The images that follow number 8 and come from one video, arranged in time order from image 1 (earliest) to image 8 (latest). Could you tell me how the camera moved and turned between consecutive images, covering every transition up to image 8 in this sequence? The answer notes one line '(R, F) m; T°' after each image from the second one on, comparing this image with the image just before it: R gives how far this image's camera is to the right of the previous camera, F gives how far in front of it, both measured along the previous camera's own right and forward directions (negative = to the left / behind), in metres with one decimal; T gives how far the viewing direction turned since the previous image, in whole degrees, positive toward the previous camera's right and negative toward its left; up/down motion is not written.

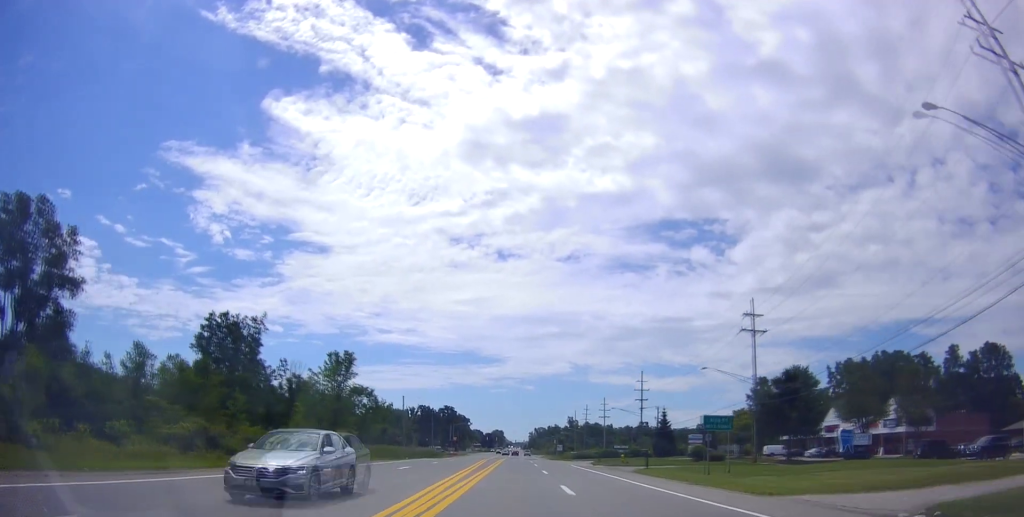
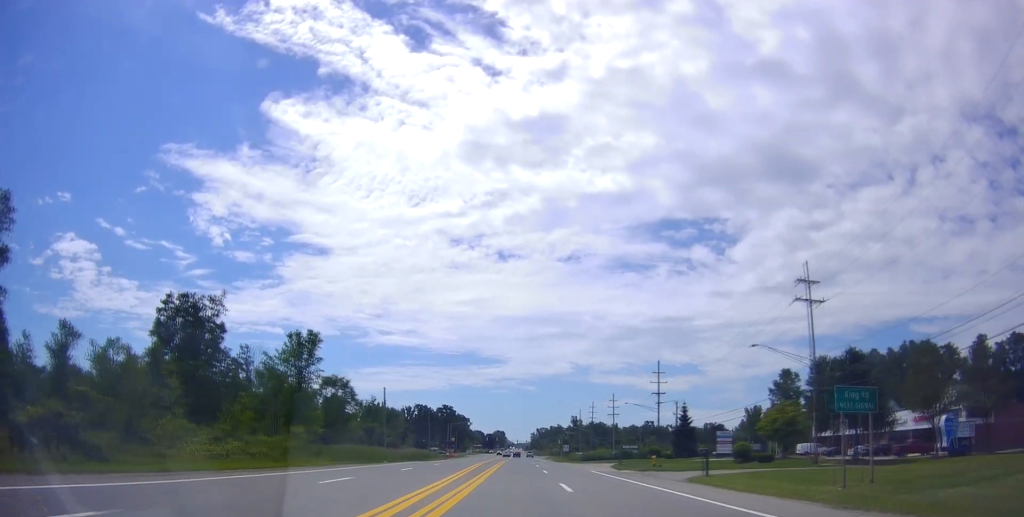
(-0.6, +12.8) m; 0°
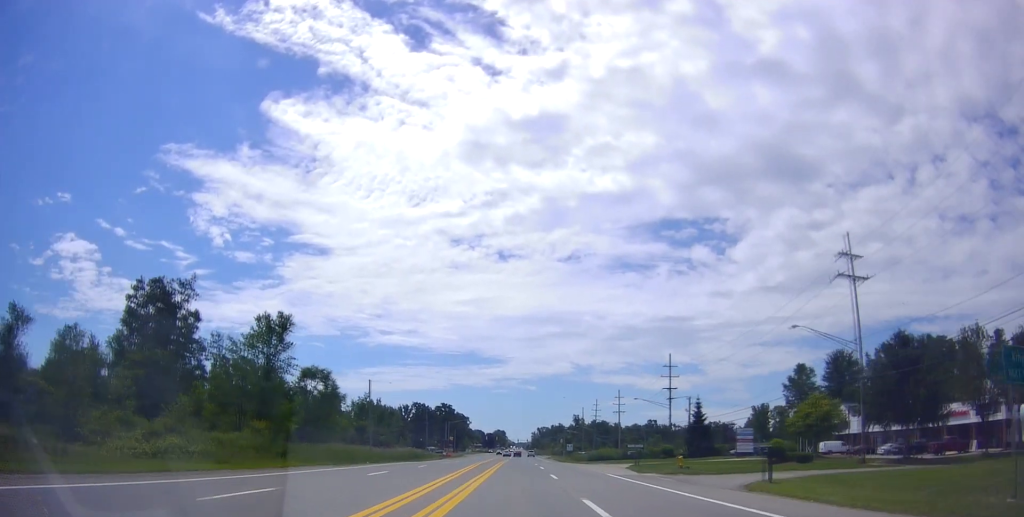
(+0.1, +7.4) m; +1°
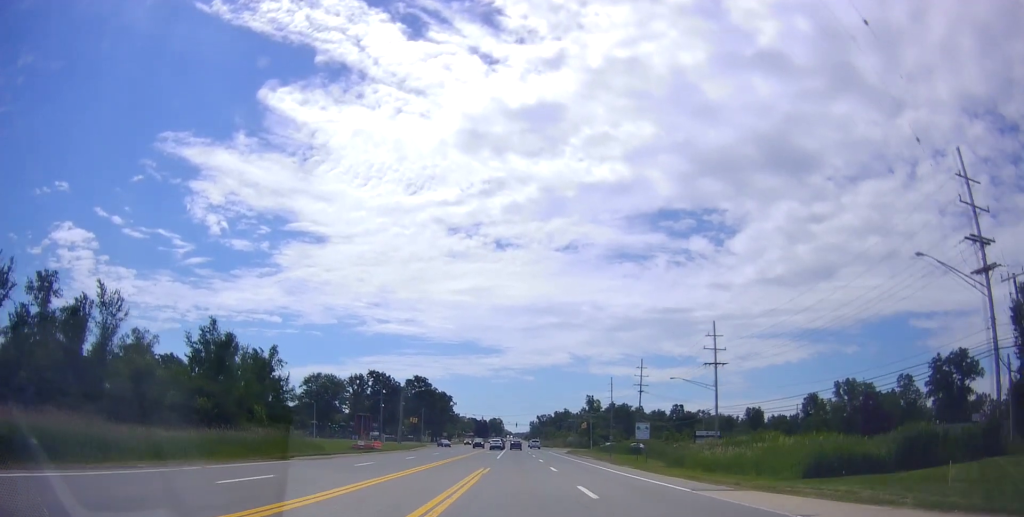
(+1.5, +72.8) m; -1°
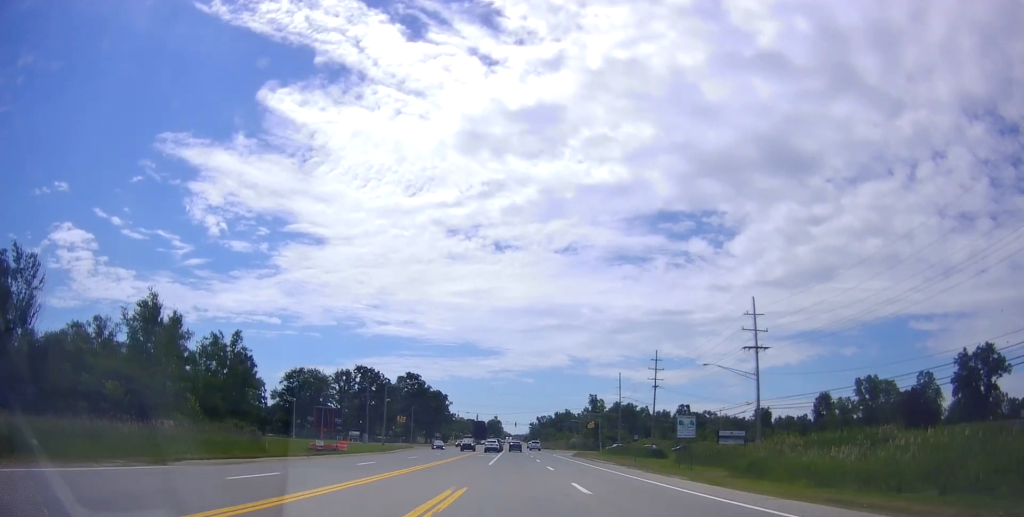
(-0.6, +13.8) m; 0°
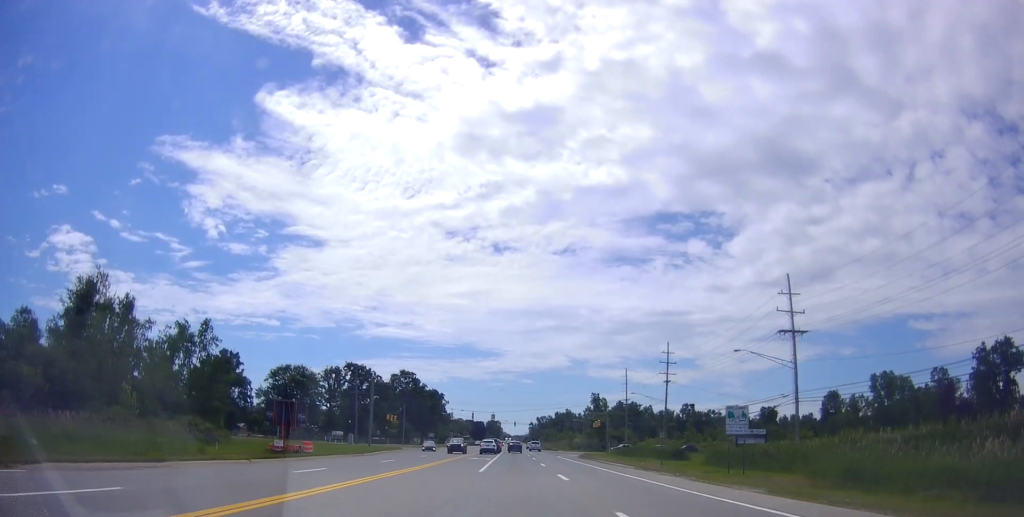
(0.0, +9.3) m; 0°
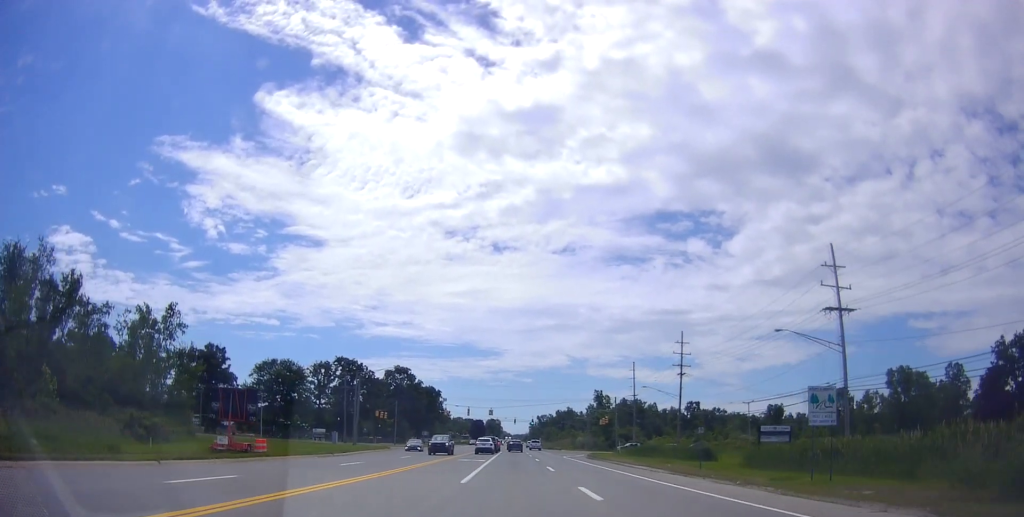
(+0.4, +9.2) m; 0°
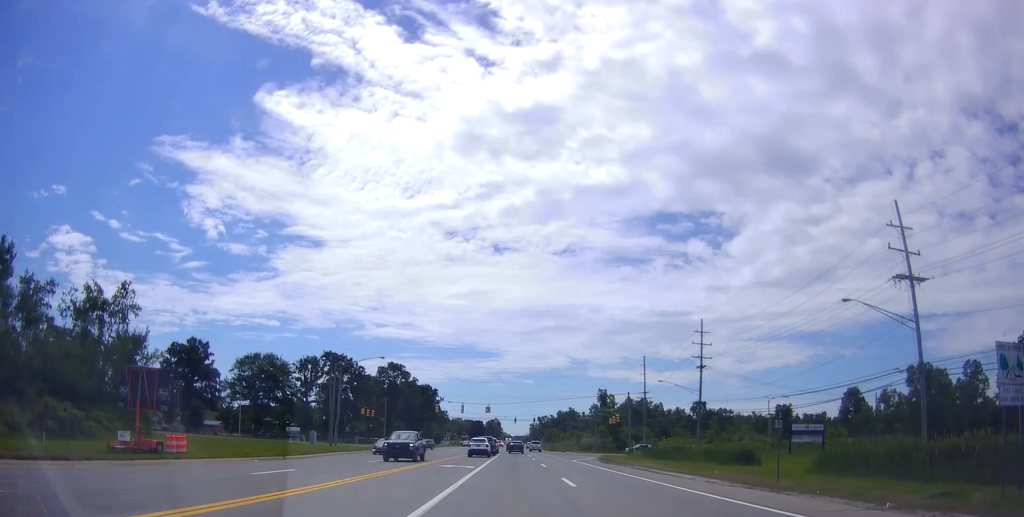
(-0.1, +10.6) m; 0°
